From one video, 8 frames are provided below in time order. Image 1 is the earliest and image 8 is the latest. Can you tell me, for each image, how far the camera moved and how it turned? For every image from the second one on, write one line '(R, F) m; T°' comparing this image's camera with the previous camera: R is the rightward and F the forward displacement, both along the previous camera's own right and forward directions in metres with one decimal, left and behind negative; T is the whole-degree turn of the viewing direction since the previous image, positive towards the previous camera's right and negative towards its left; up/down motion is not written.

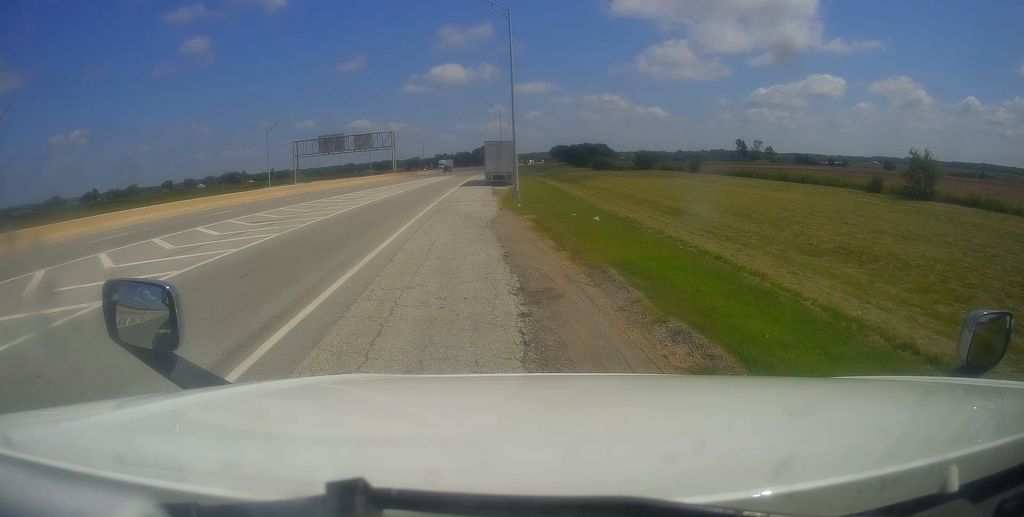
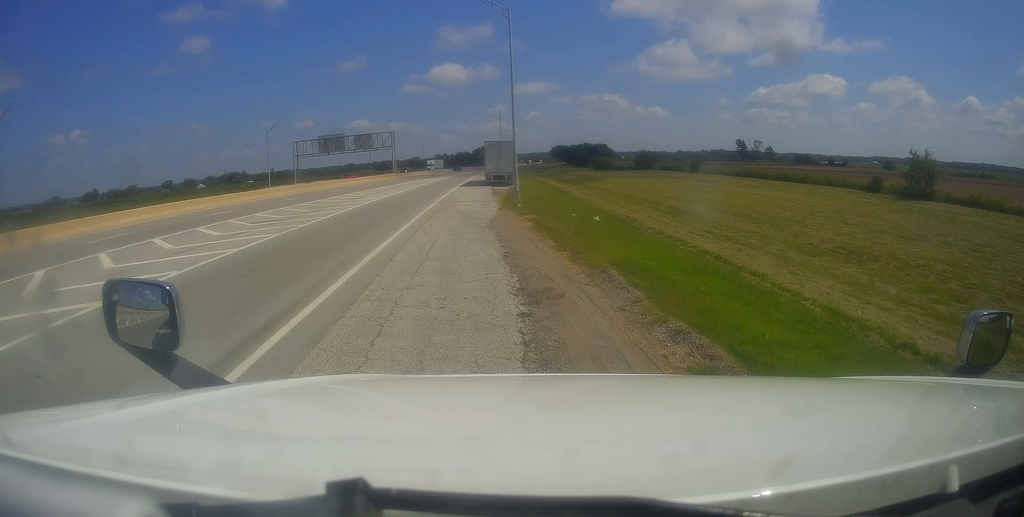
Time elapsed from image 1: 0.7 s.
(0.0, 0.0) m; 0°
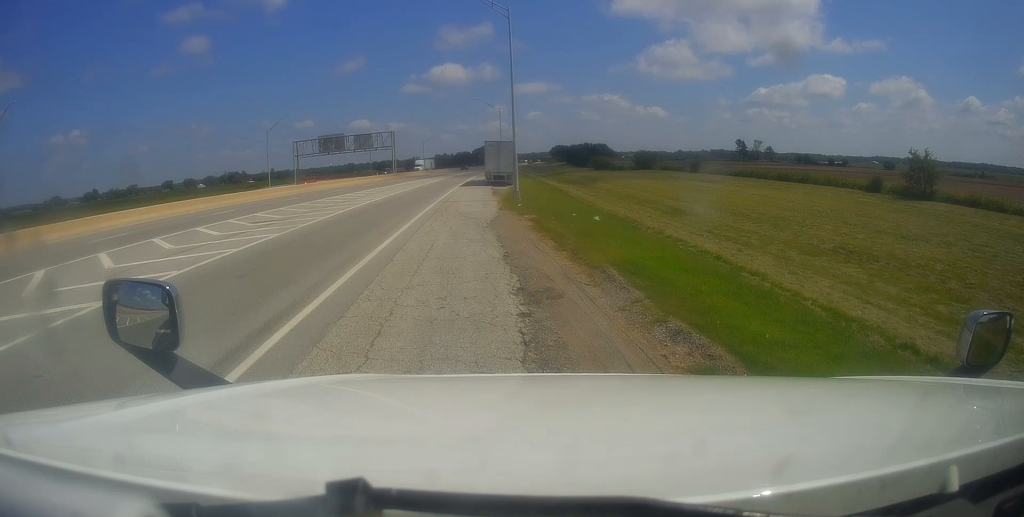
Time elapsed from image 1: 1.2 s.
(0.0, 0.0) m; 0°
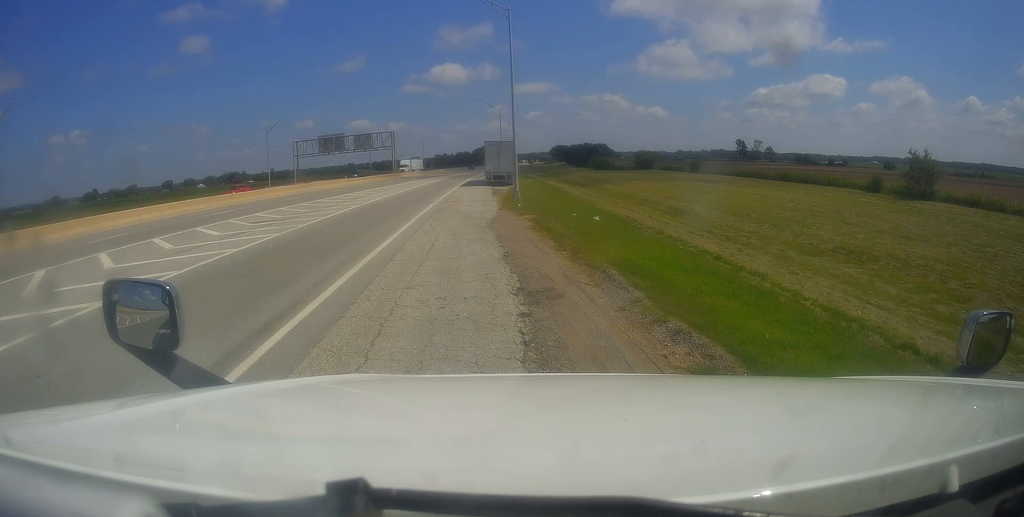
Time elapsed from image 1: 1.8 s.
(0.0, 0.0) m; 0°
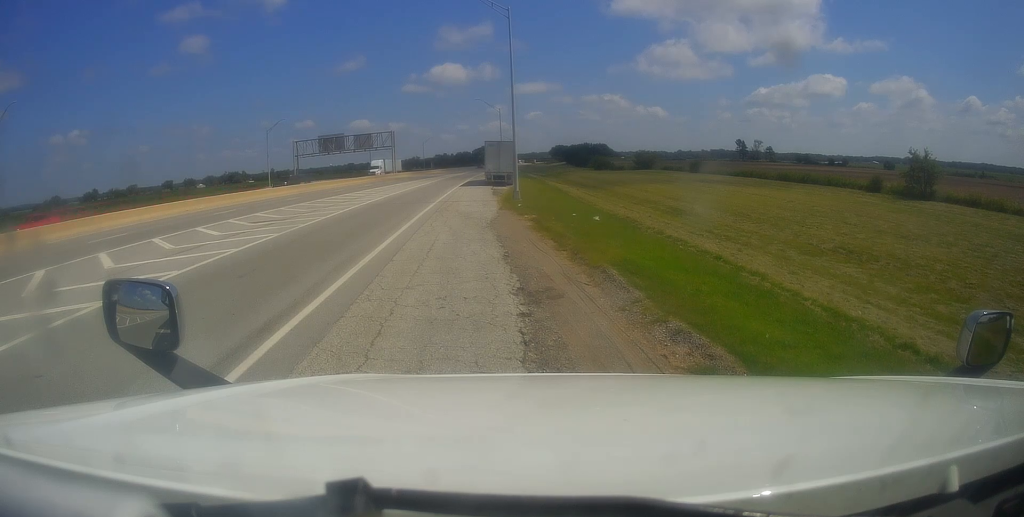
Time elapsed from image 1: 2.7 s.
(0.0, 0.0) m; 0°
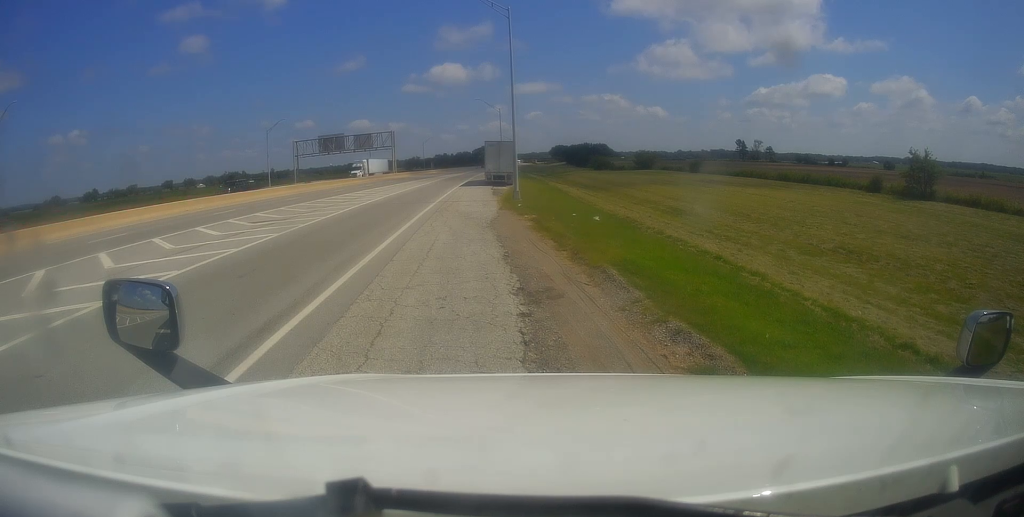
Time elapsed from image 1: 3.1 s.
(0.0, 0.0) m; 0°
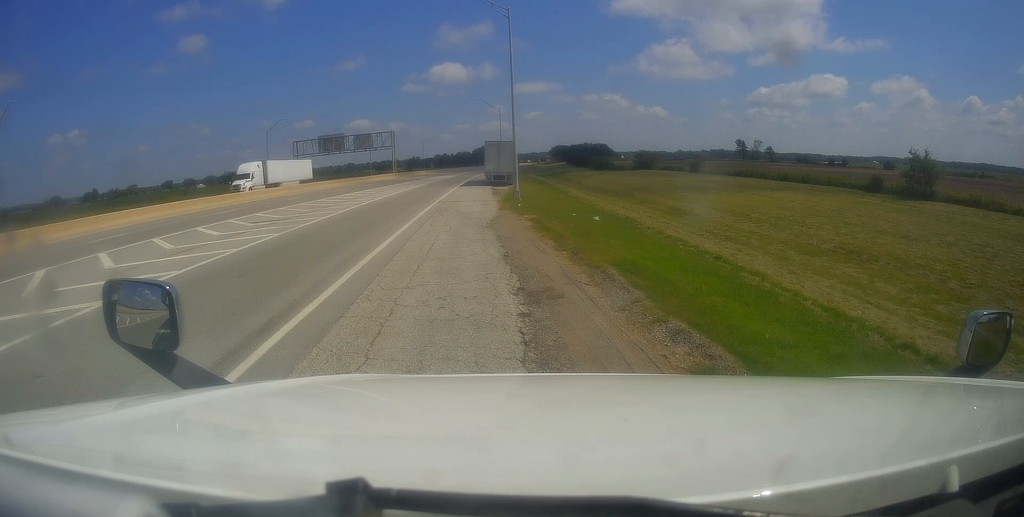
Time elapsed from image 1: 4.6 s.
(0.0, 0.0) m; 0°
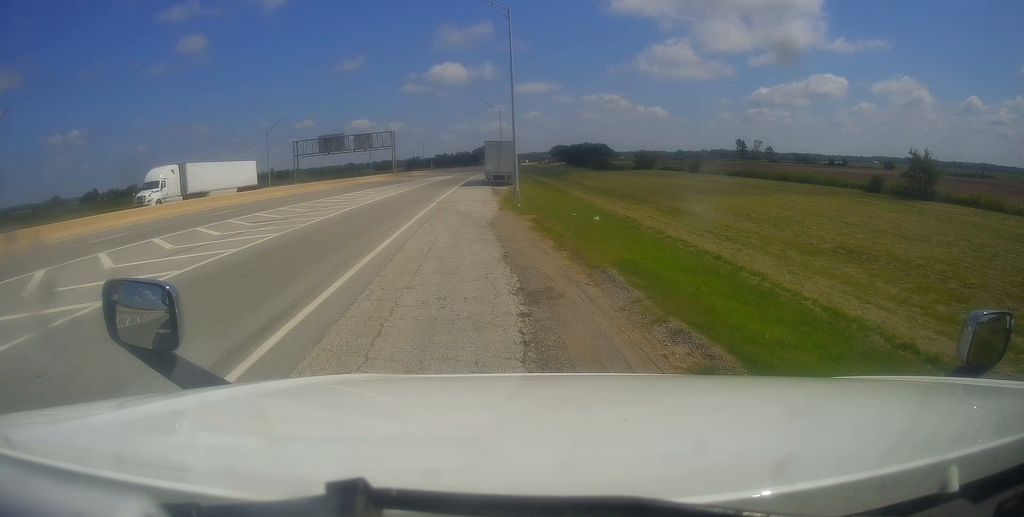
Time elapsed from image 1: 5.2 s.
(0.0, 0.0) m; 0°
